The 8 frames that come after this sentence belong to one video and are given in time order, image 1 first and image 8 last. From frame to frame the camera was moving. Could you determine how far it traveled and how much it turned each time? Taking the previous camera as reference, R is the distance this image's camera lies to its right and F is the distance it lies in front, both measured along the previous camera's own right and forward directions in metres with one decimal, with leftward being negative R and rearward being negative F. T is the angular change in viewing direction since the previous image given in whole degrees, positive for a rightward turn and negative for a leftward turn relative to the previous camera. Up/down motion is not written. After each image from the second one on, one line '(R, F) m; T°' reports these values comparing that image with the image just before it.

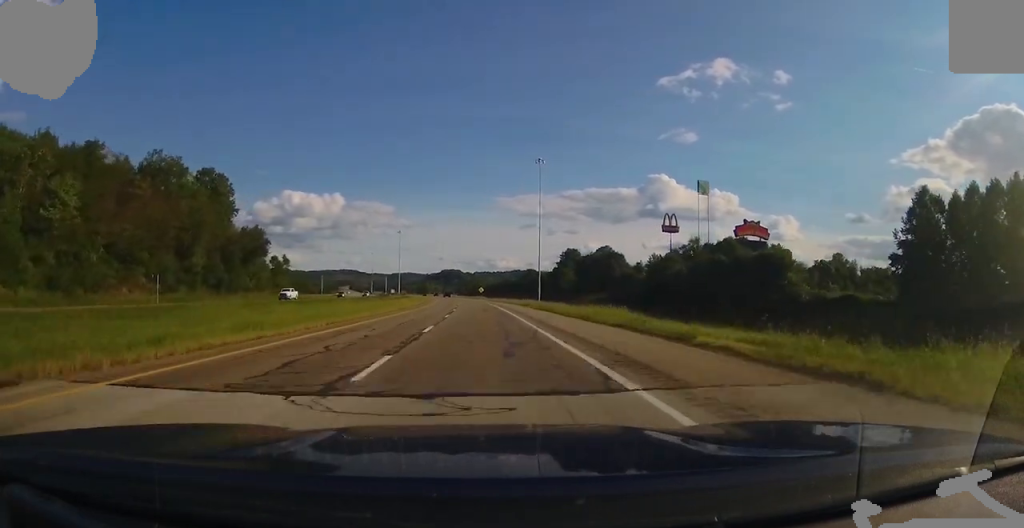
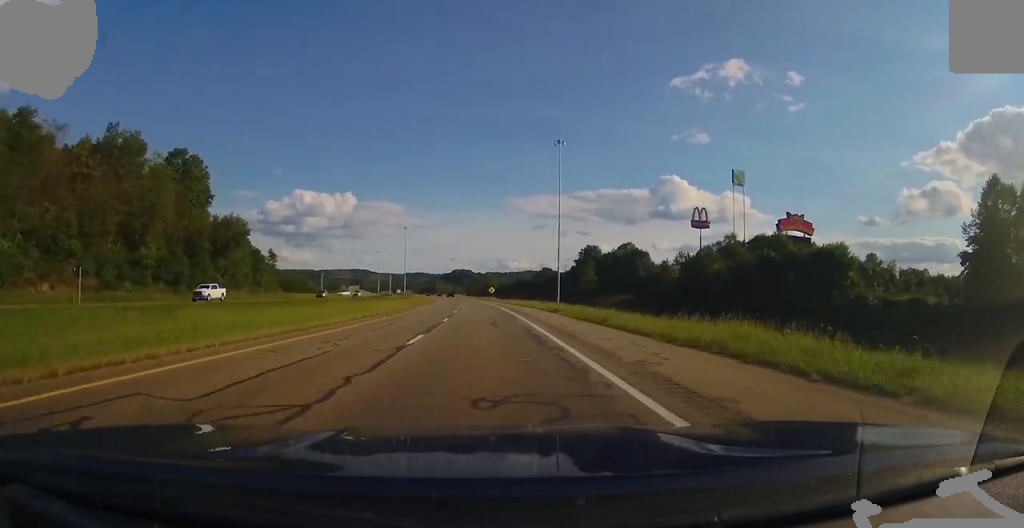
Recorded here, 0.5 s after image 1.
(-0.4, +16.6) m; -1°
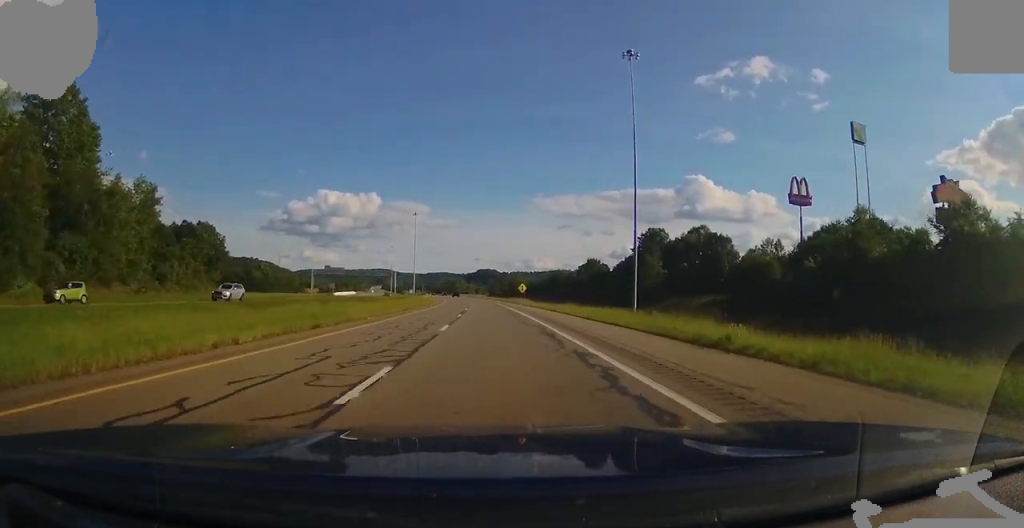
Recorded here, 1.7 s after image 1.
(-0.3, +43.8) m; -1°
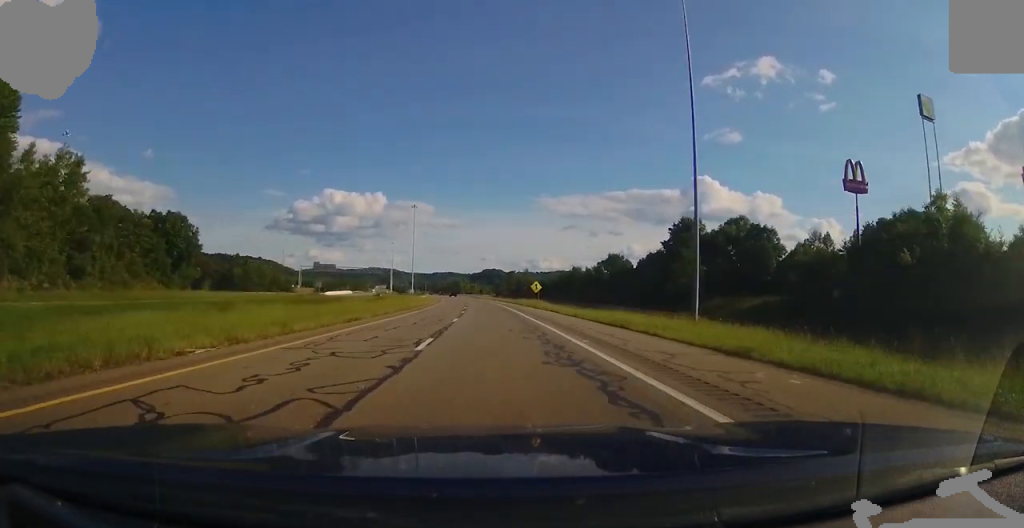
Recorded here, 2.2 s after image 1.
(0.0, +18.8) m; -1°
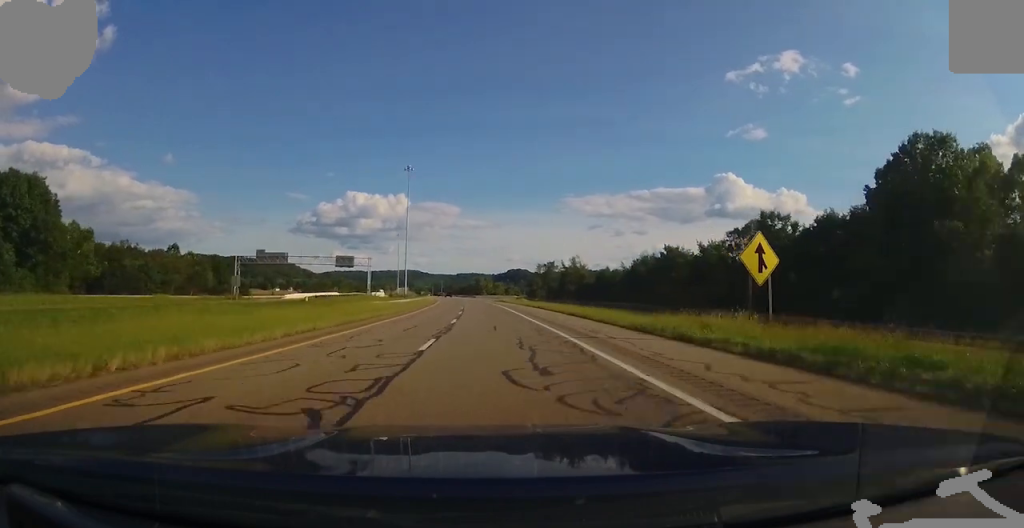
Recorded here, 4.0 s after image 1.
(-2.6, +61.2) m; -4°
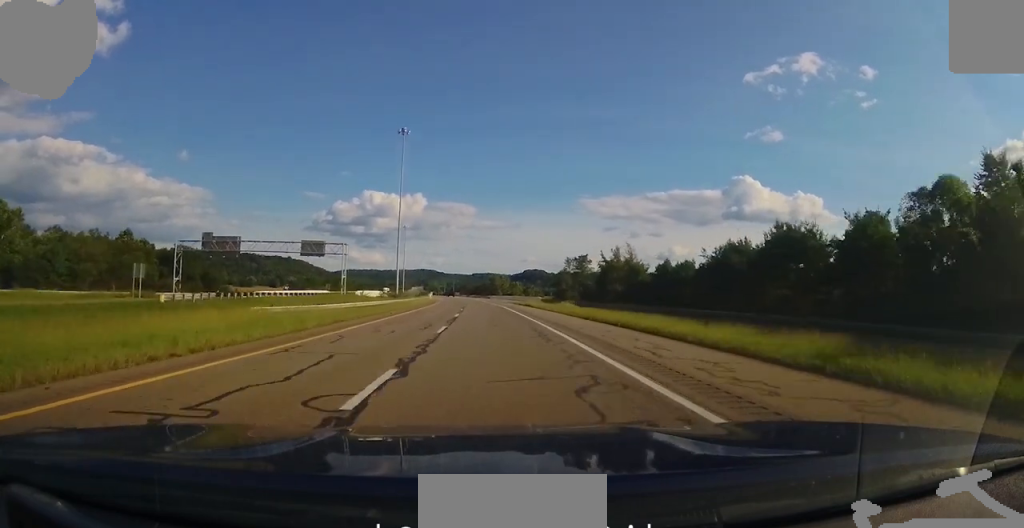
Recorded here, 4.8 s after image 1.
(-0.3, +30.7) m; -2°
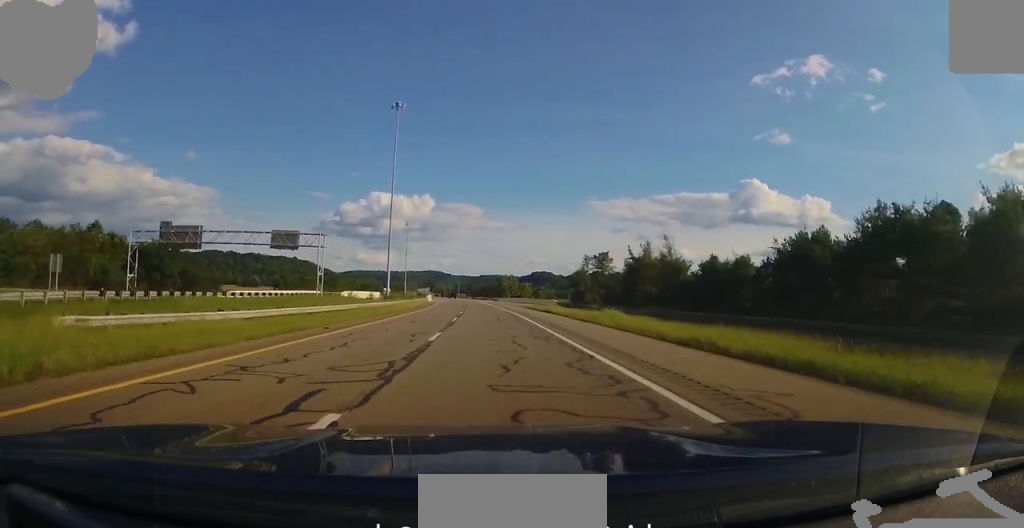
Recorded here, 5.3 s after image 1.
(-0.1, +15.4) m; -1°
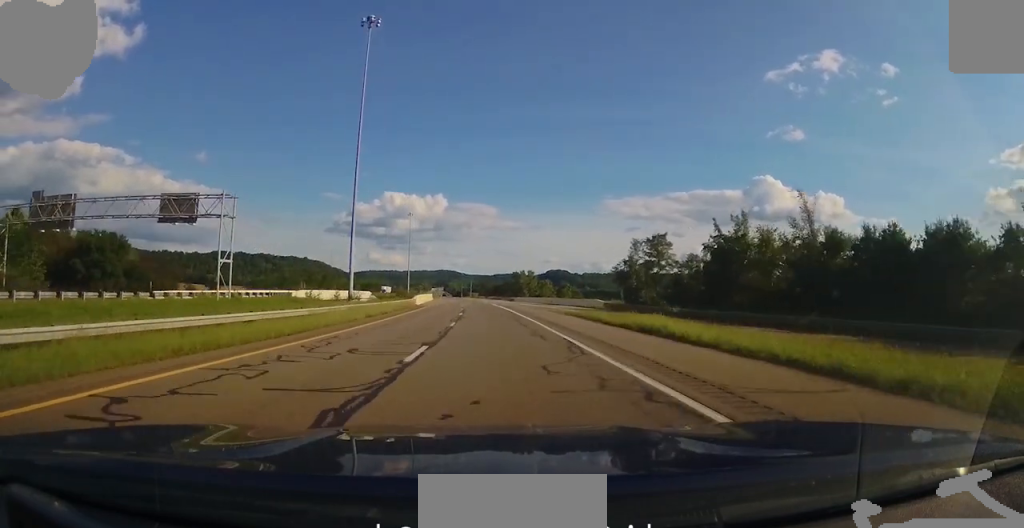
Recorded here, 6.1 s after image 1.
(-0.6, +29.7) m; -2°
